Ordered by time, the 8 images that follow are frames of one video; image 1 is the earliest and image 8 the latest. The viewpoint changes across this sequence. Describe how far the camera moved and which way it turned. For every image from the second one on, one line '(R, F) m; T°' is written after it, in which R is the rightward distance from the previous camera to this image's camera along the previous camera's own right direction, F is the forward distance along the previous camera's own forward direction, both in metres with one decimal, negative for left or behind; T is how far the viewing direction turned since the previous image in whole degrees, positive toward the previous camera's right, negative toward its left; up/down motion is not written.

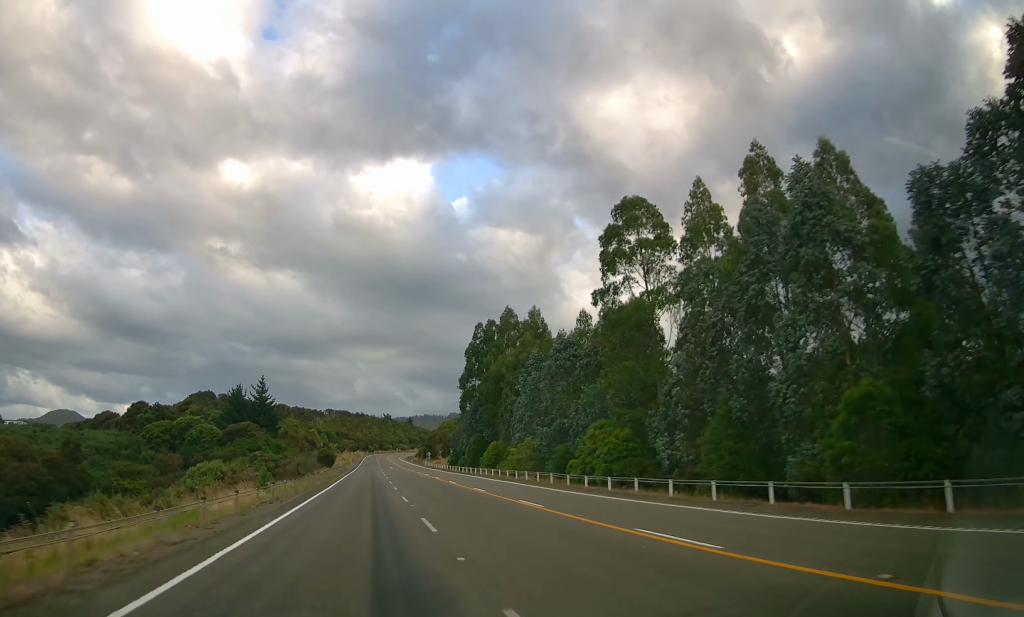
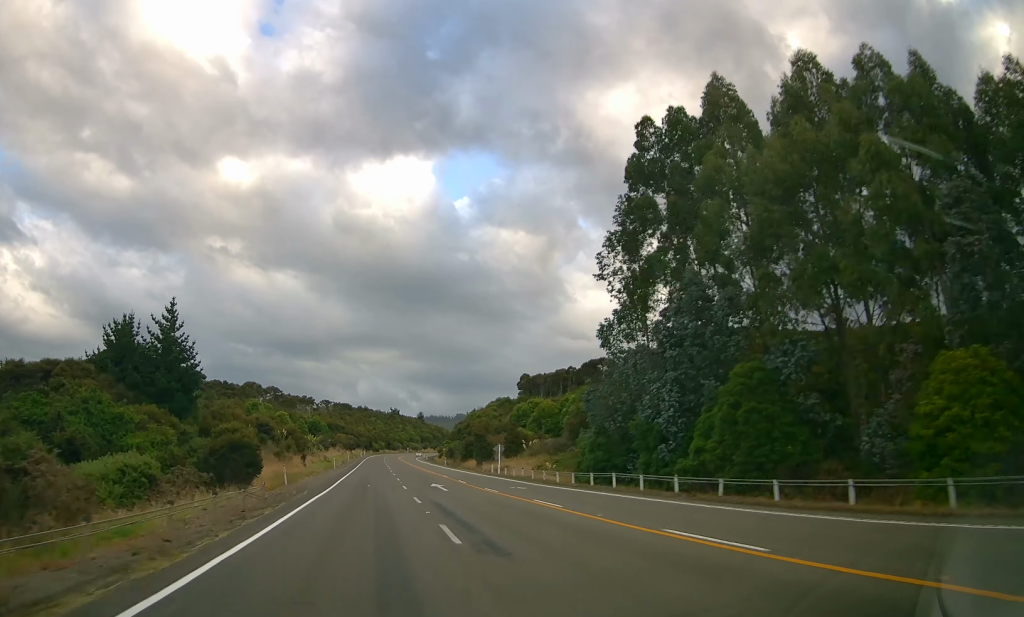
(-0.5, +69.0) m; -3°
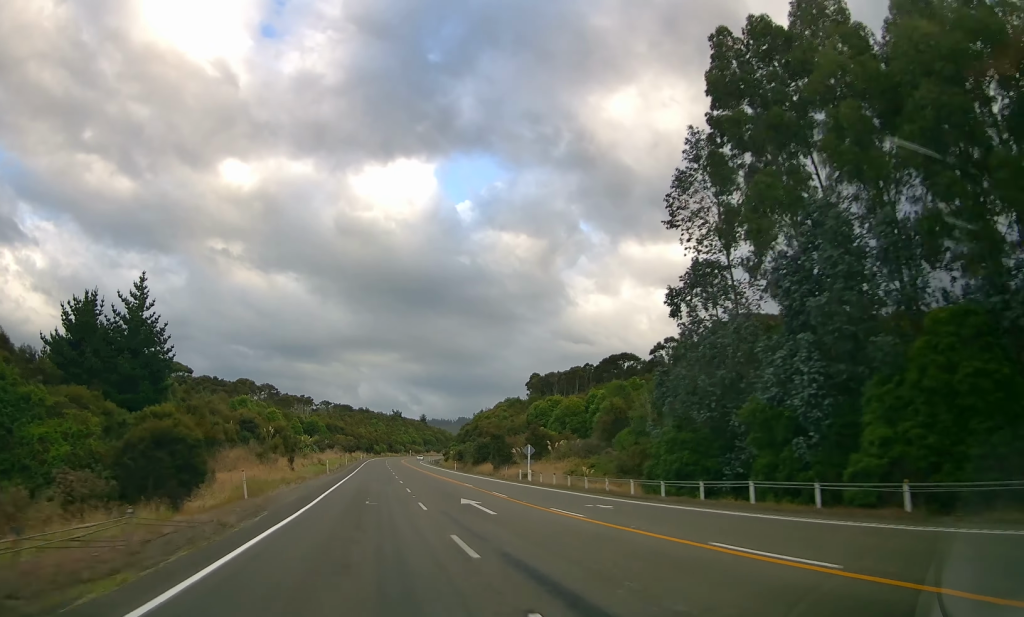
(-0.5, +11.2) m; 0°
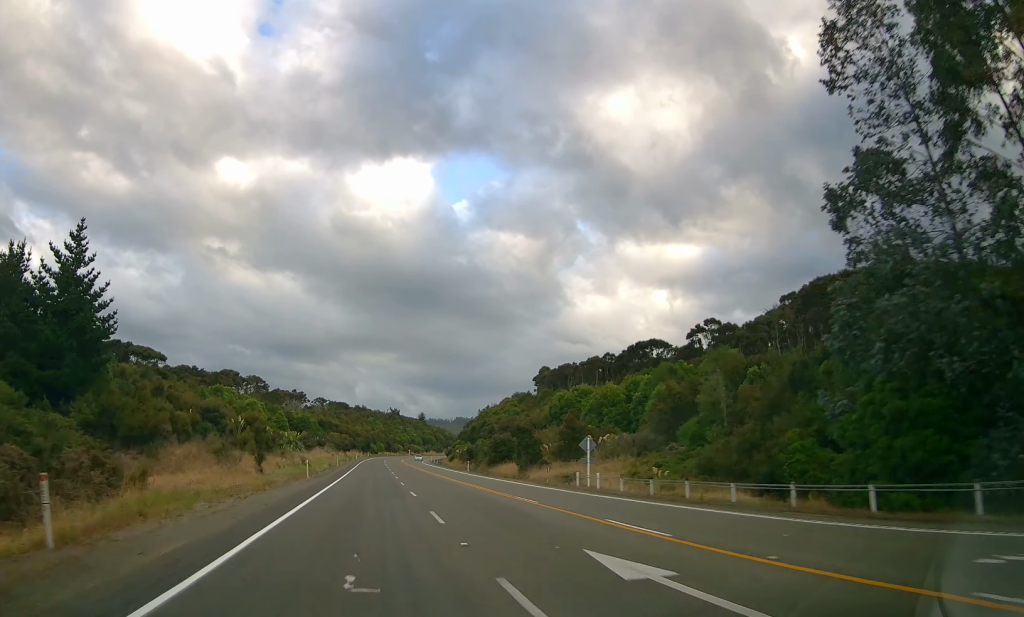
(-0.2, +14.6) m; +1°
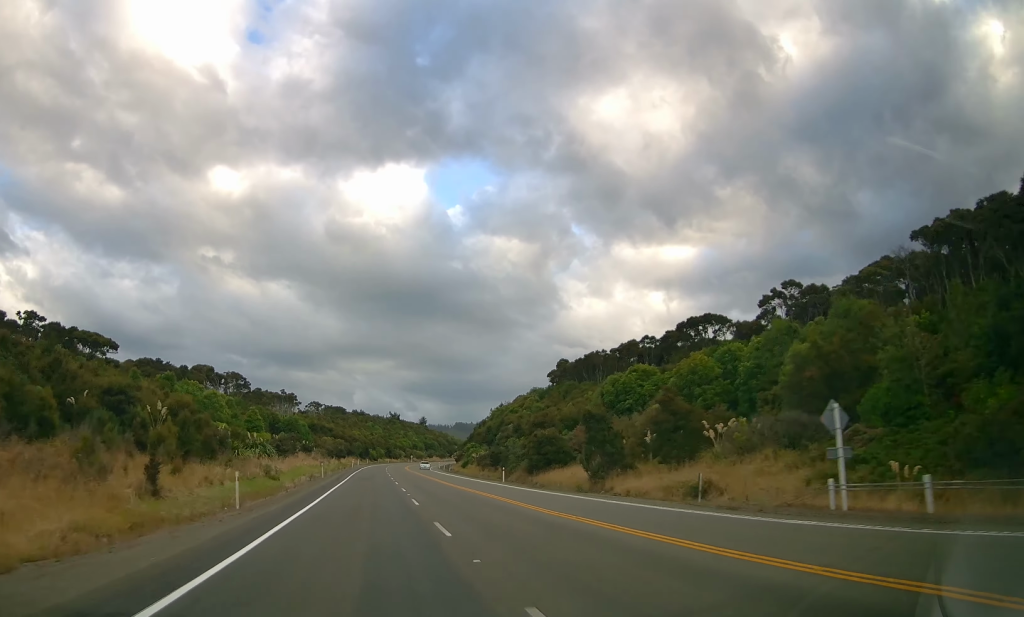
(+0.8, +20.7) m; +2°
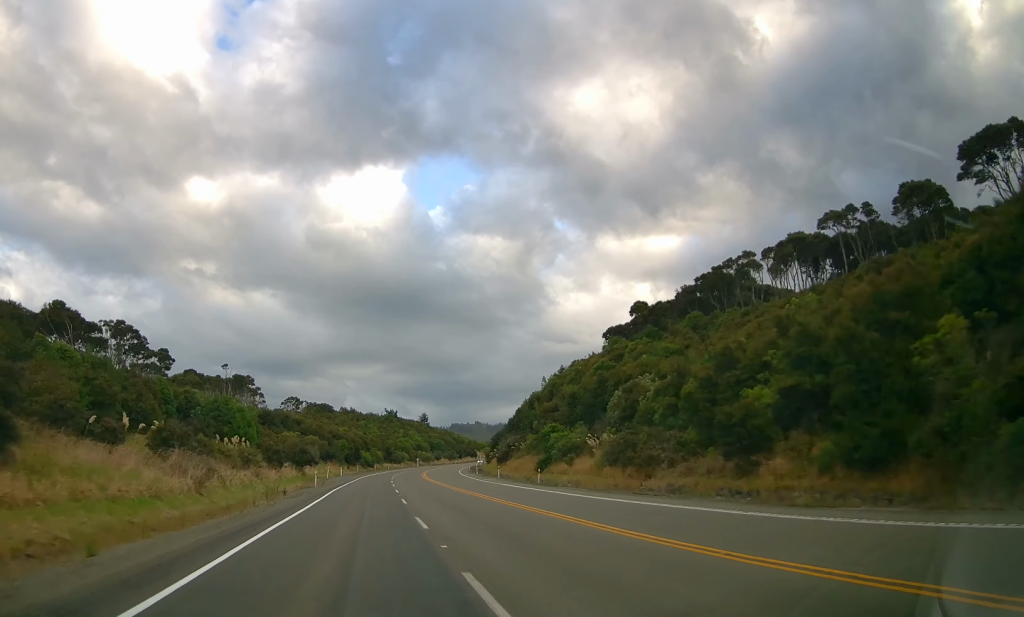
(+0.1, +56.4) m; 0°
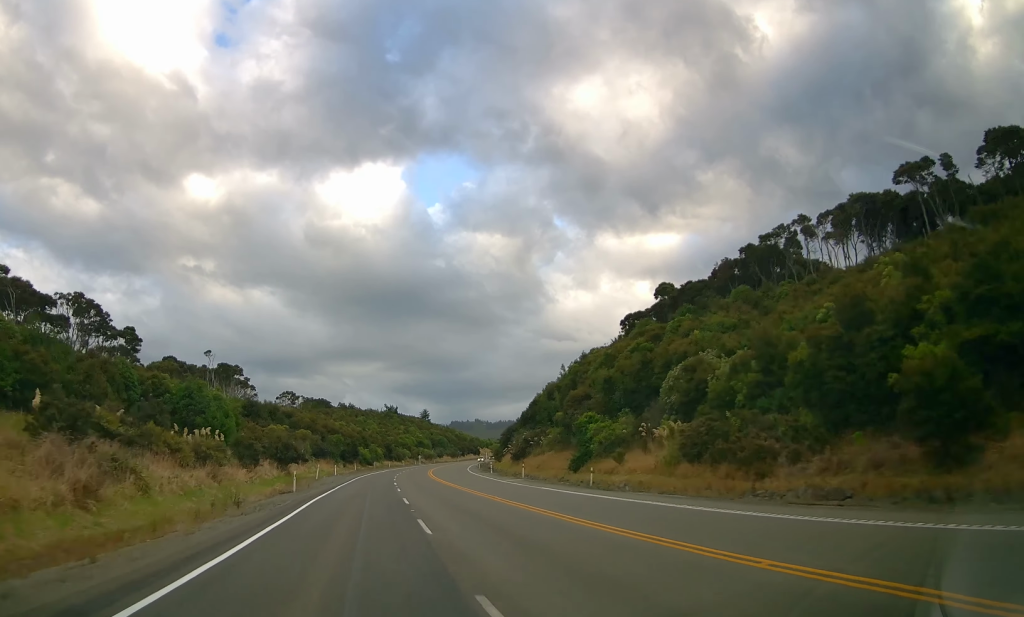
(+0.1, +11.1) m; -1°
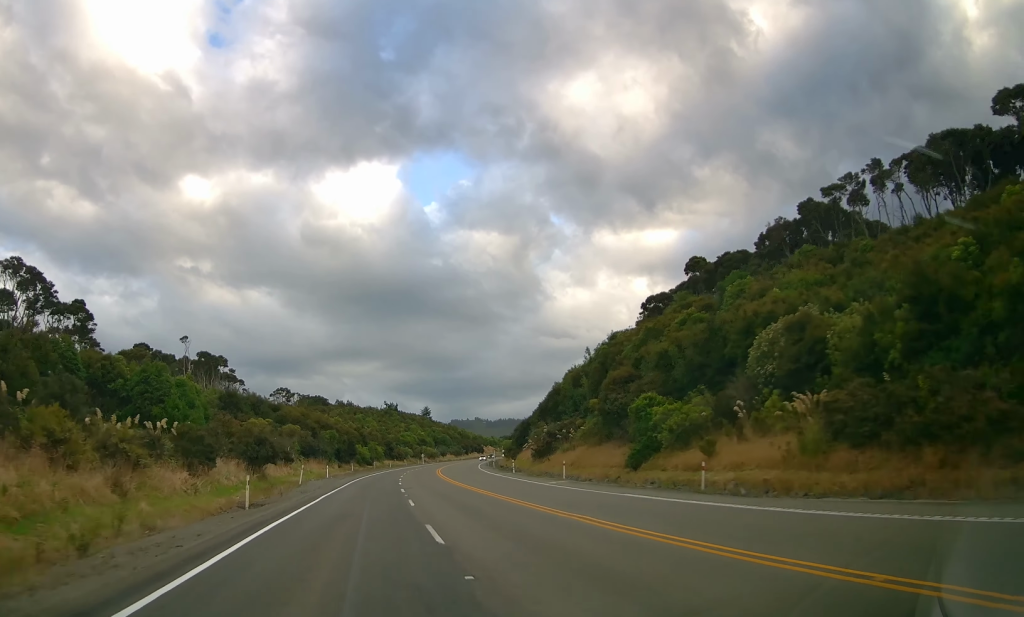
(+0.1, +12.0) m; -1°
